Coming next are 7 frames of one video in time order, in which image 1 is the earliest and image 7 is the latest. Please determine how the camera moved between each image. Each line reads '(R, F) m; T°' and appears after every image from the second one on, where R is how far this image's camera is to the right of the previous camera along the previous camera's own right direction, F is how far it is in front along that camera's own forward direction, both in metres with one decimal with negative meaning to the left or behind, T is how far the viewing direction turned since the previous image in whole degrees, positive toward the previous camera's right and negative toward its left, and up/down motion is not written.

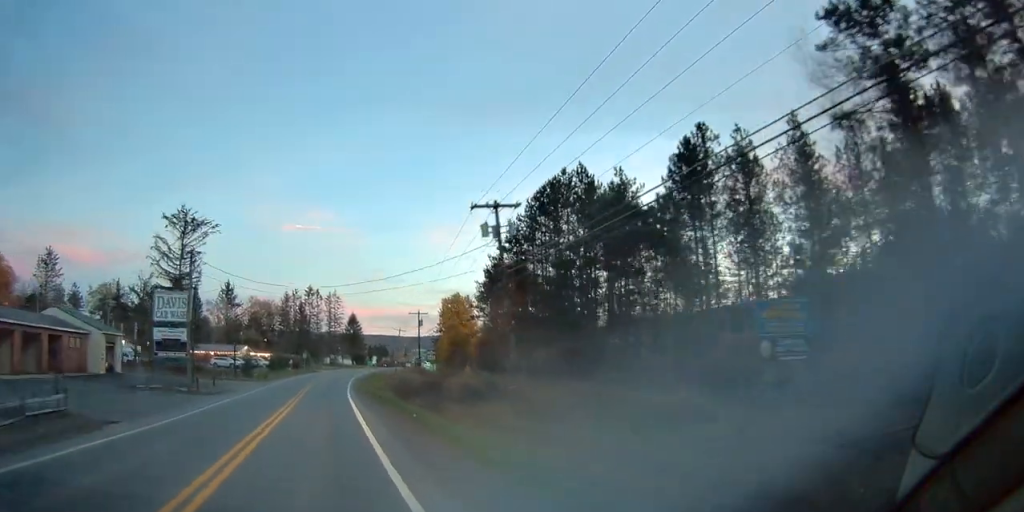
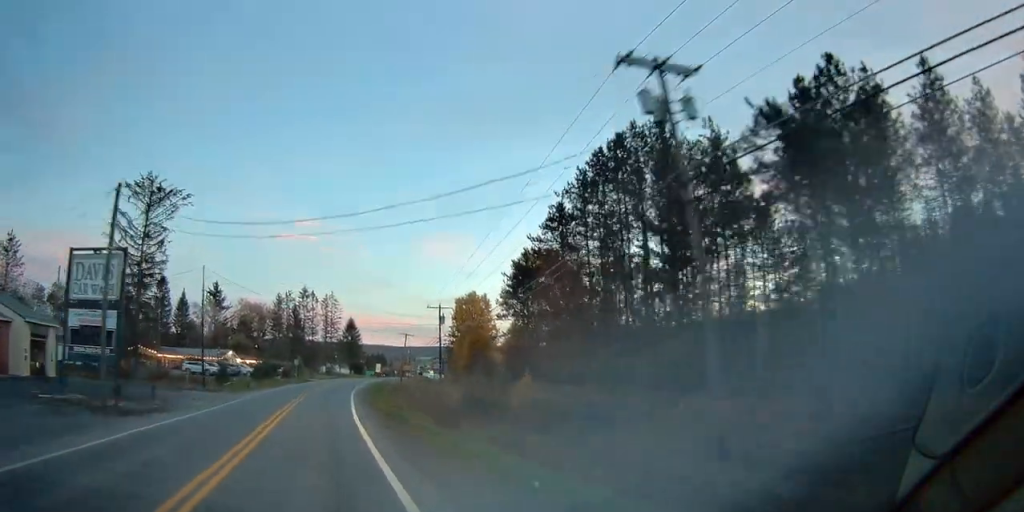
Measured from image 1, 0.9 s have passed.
(-0.1, +15.3) m; 0°
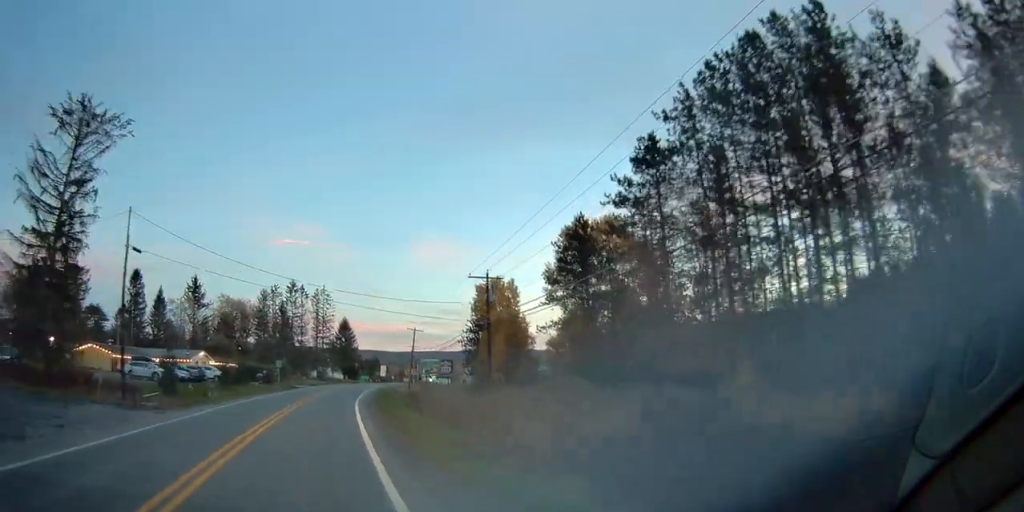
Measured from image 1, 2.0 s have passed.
(+0.2, +19.3) m; +1°
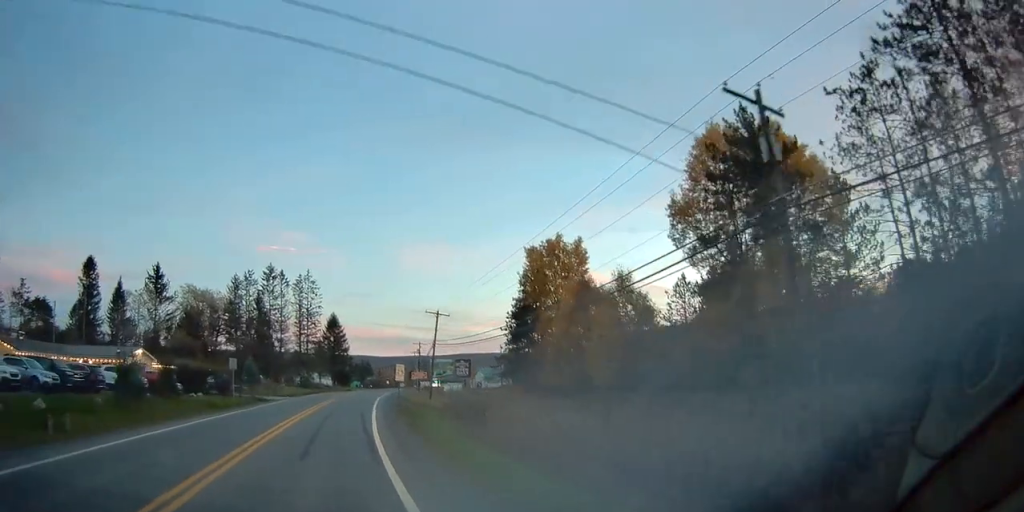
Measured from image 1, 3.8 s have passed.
(+0.3, +26.9) m; +1°
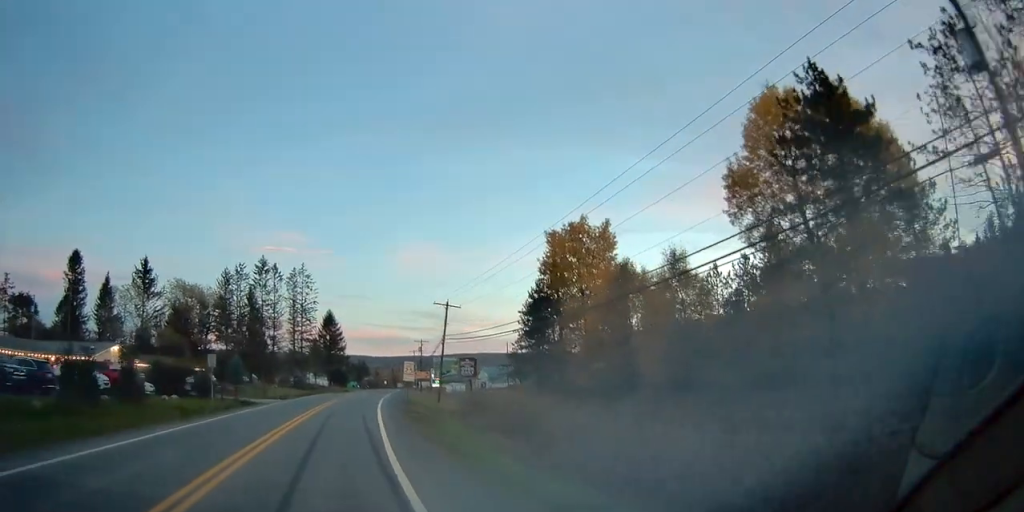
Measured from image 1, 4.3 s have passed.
(-0.1, +6.7) m; 0°
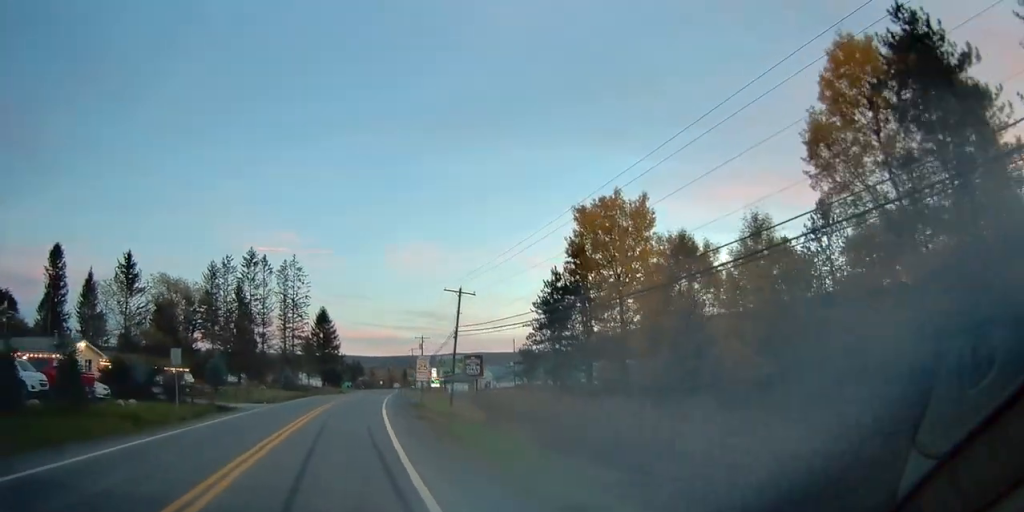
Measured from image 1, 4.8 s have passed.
(-0.1, +7.6) m; +1°
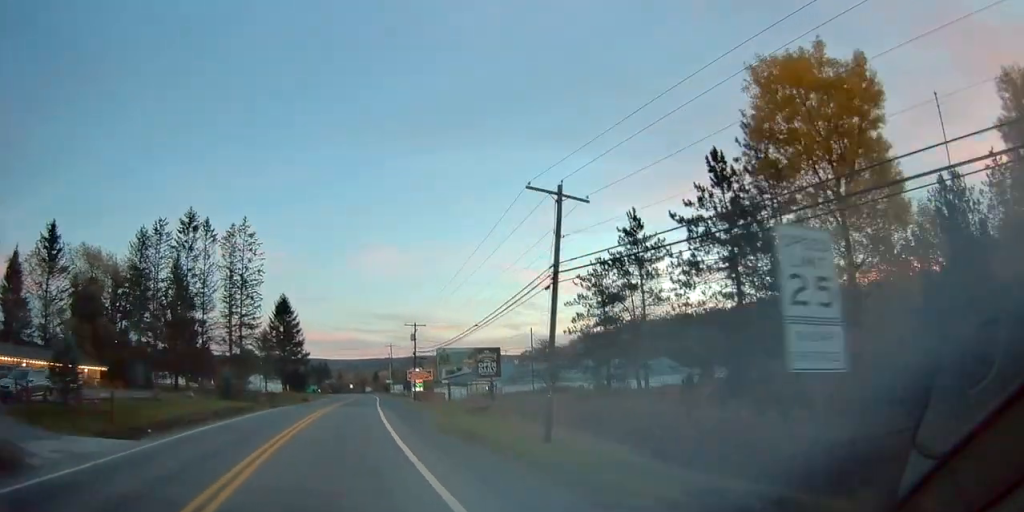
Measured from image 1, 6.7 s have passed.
(+0.9, +25.1) m; +3°
